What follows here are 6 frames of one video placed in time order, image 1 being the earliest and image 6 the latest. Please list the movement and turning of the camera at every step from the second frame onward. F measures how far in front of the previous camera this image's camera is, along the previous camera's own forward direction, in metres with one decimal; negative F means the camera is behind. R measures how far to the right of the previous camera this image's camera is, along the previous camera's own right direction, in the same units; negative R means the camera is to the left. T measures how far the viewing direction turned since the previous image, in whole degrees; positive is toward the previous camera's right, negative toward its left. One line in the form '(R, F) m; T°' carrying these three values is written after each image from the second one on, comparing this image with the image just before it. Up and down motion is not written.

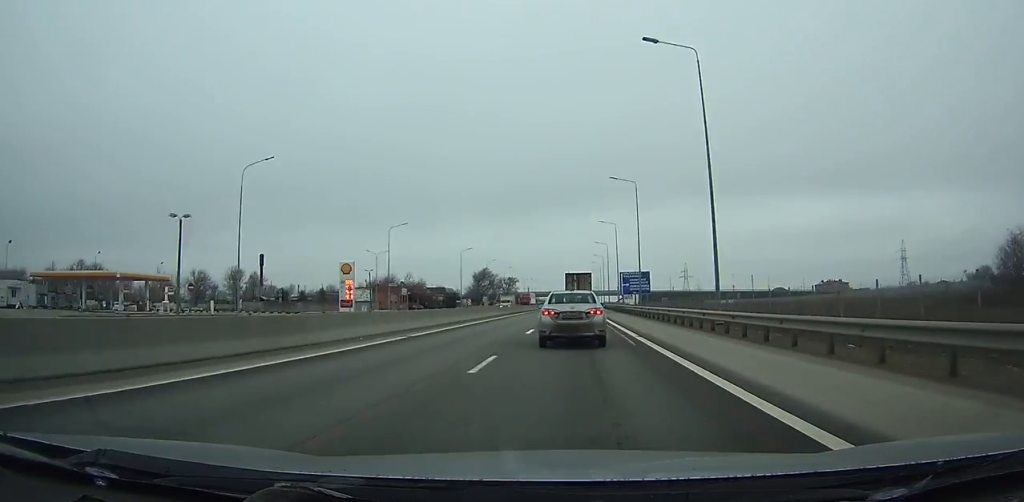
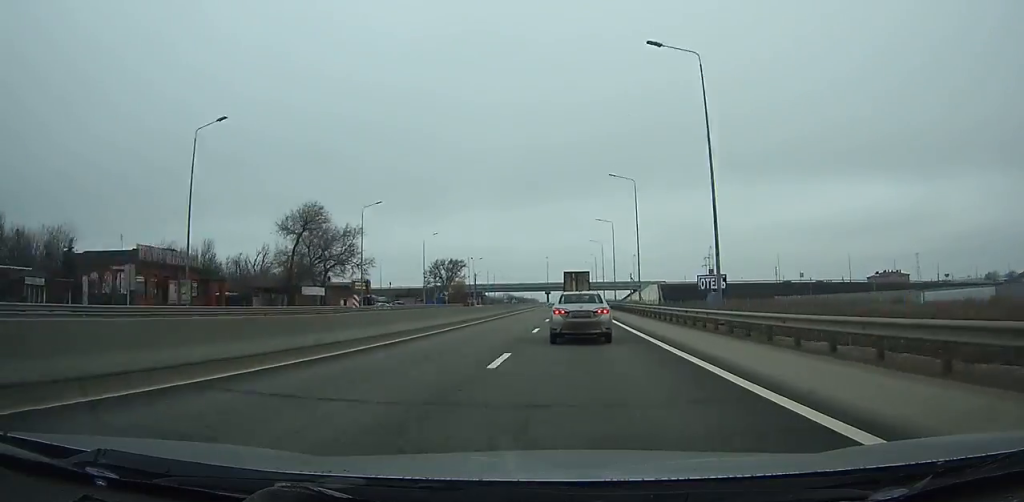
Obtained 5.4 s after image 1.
(+1.7, +119.4) m; +1°
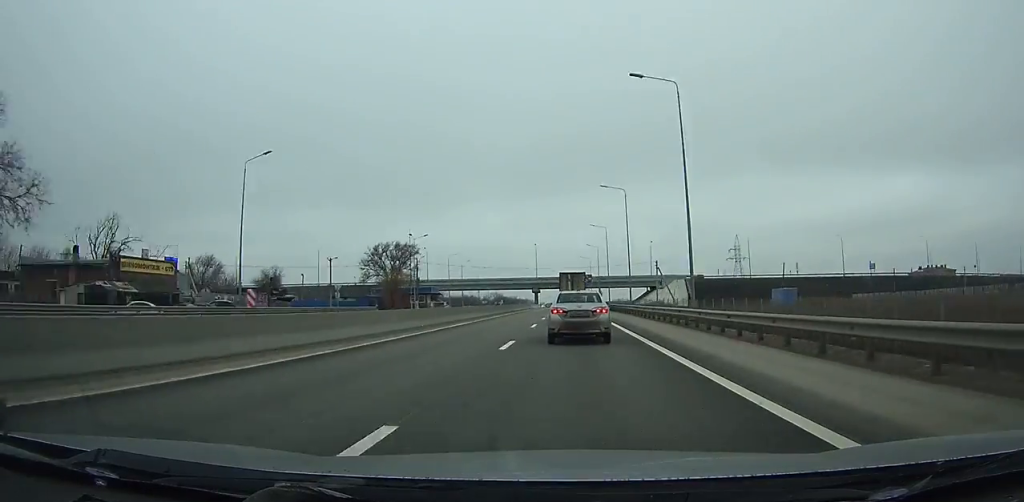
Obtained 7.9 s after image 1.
(+0.2, +55.3) m; 0°
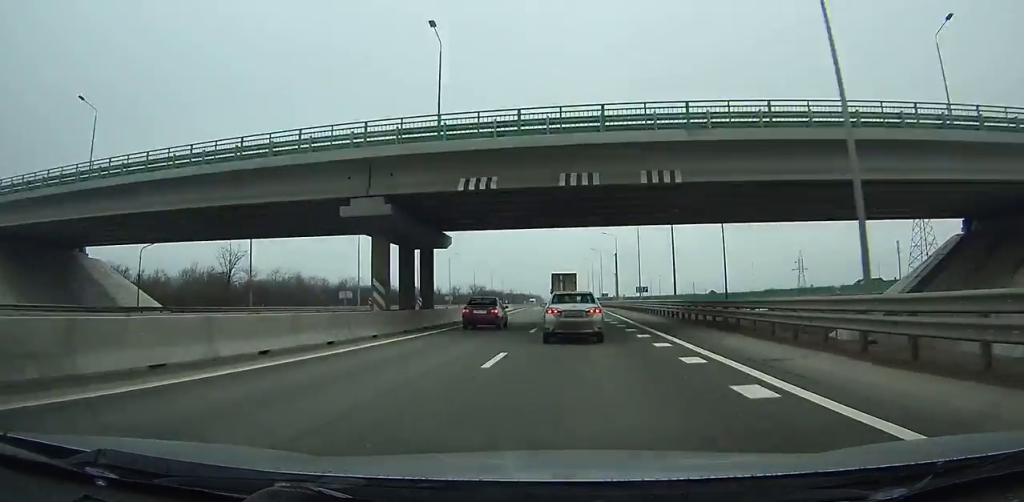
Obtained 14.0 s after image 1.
(-1.7, +136.2) m; -2°
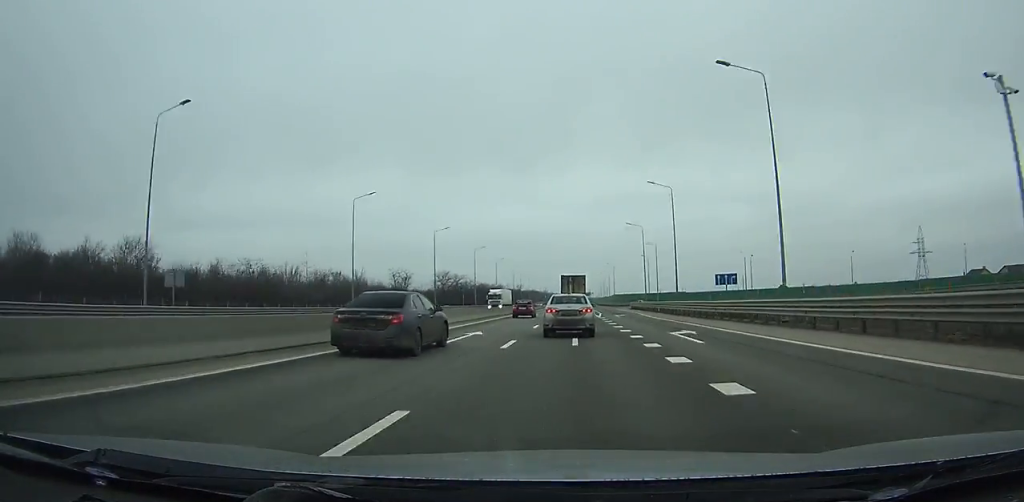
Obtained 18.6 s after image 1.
(-1.2, +105.5) m; -1°
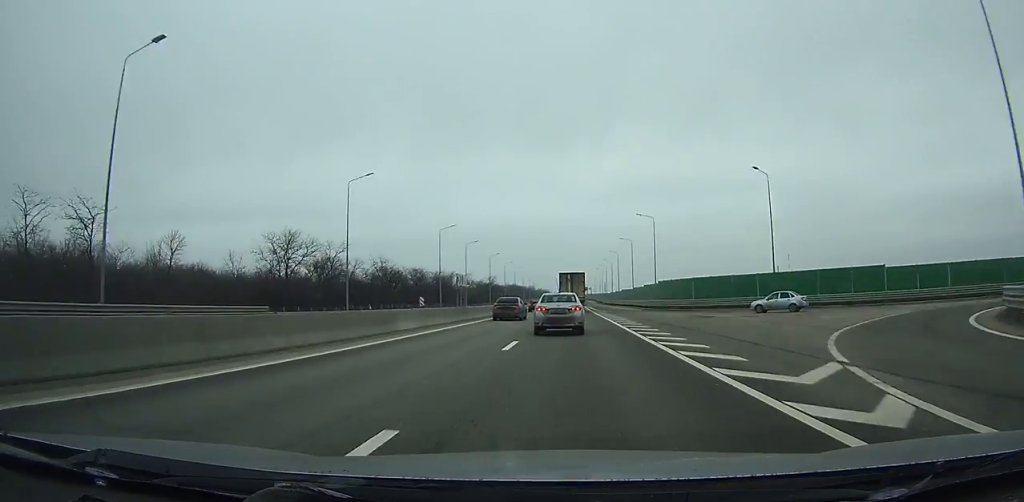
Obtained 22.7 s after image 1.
(0.0, +97.0) m; 0°
